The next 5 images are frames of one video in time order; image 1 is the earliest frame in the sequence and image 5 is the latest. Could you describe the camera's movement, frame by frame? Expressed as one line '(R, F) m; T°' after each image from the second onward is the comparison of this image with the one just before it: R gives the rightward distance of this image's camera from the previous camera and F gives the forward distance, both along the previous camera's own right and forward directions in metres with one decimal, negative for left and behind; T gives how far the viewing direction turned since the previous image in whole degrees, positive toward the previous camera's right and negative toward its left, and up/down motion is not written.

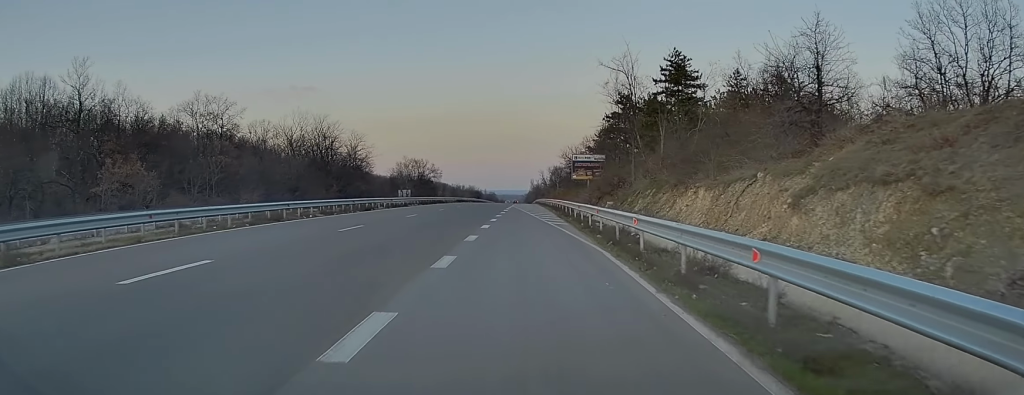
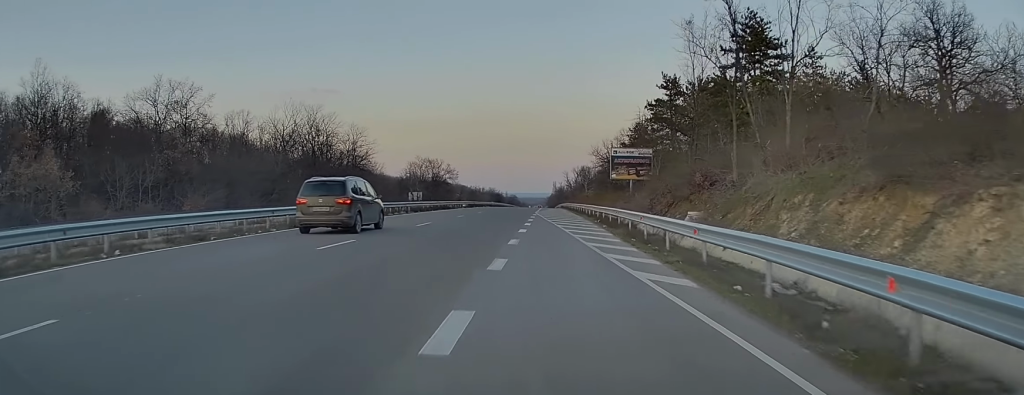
(-0.3, +17.7) m; -1°
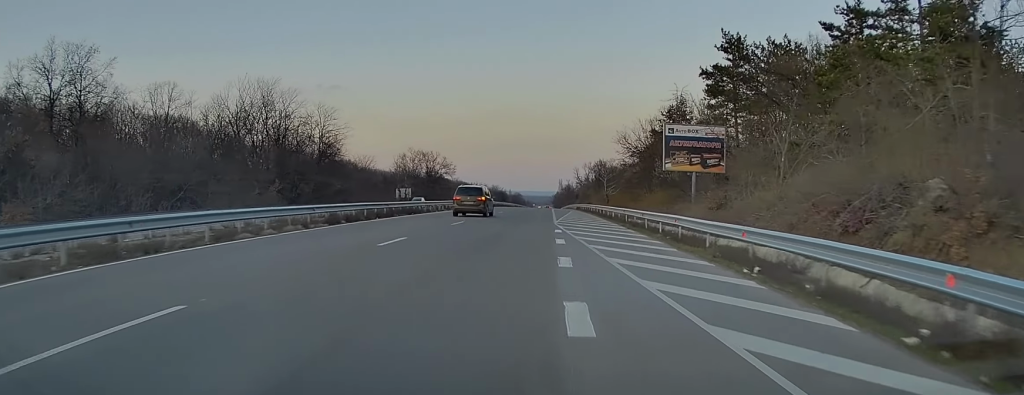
(0.0, +23.2) m; 0°
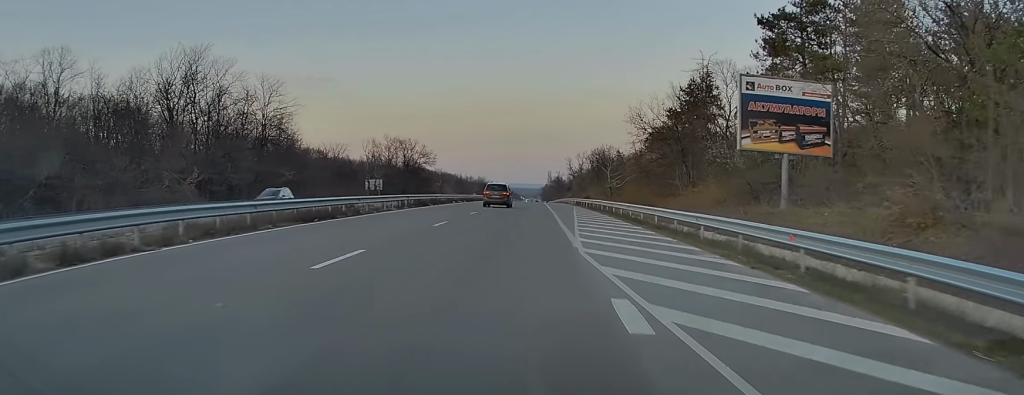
(+0.1, +18.0) m; +1°
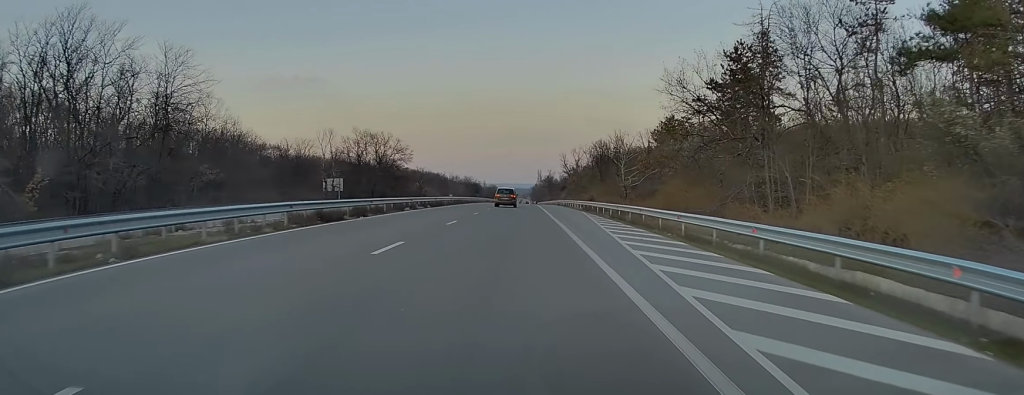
(0.0, +21.4) m; +1°
